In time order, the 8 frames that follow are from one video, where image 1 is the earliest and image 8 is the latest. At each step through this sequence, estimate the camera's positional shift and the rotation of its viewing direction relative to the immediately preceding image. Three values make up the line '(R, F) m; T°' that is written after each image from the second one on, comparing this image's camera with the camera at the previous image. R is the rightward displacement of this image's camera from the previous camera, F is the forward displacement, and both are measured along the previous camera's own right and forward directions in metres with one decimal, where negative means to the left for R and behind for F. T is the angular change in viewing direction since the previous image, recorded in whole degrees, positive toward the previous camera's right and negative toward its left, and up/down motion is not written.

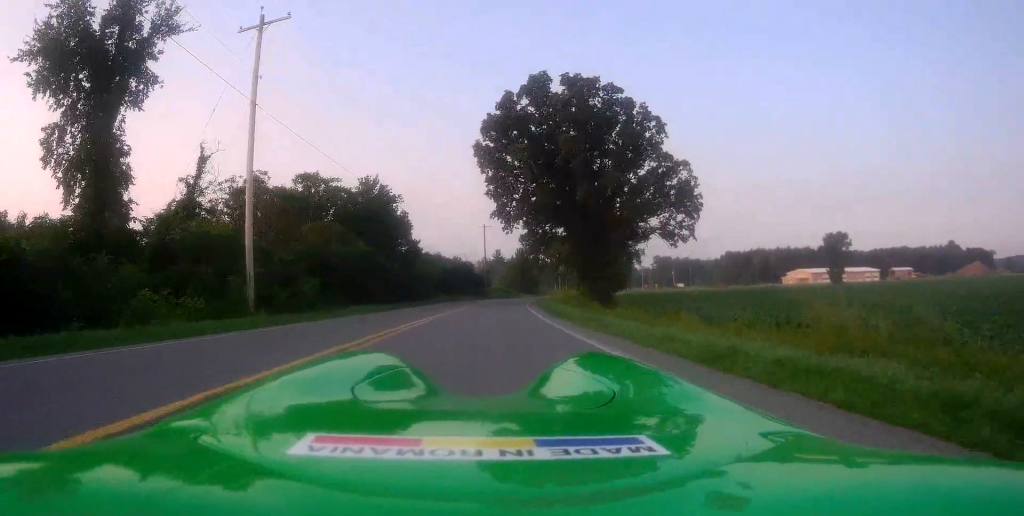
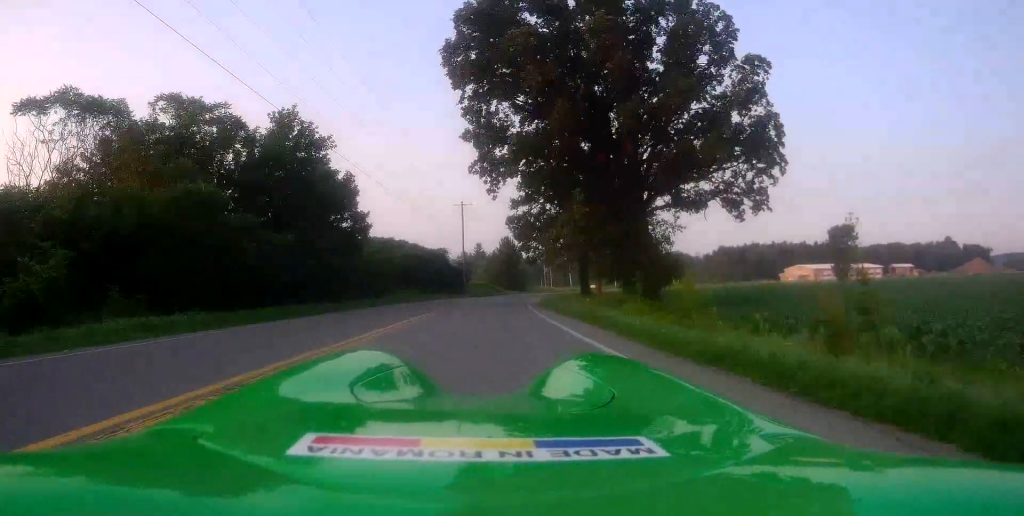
(+0.6, +18.6) m; +4°
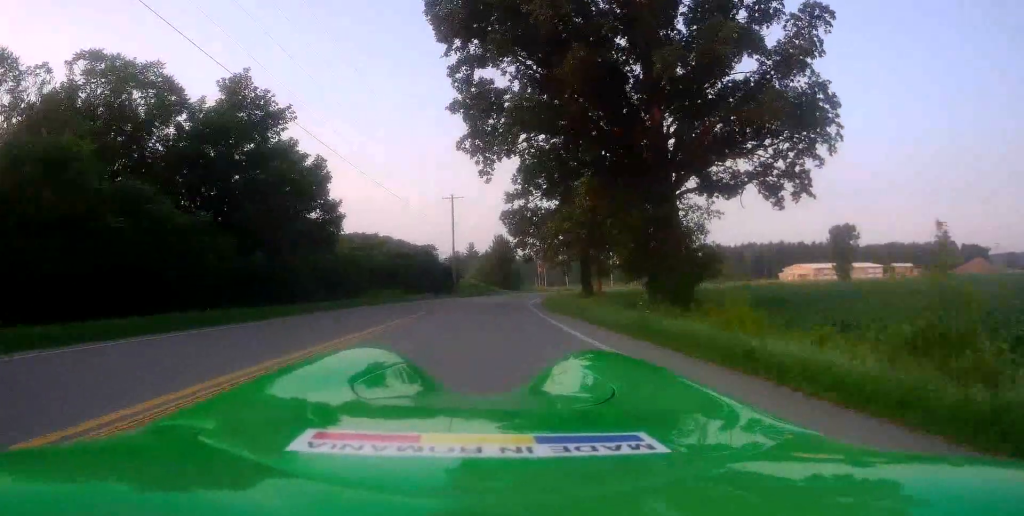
(0.0, +6.8) m; +1°
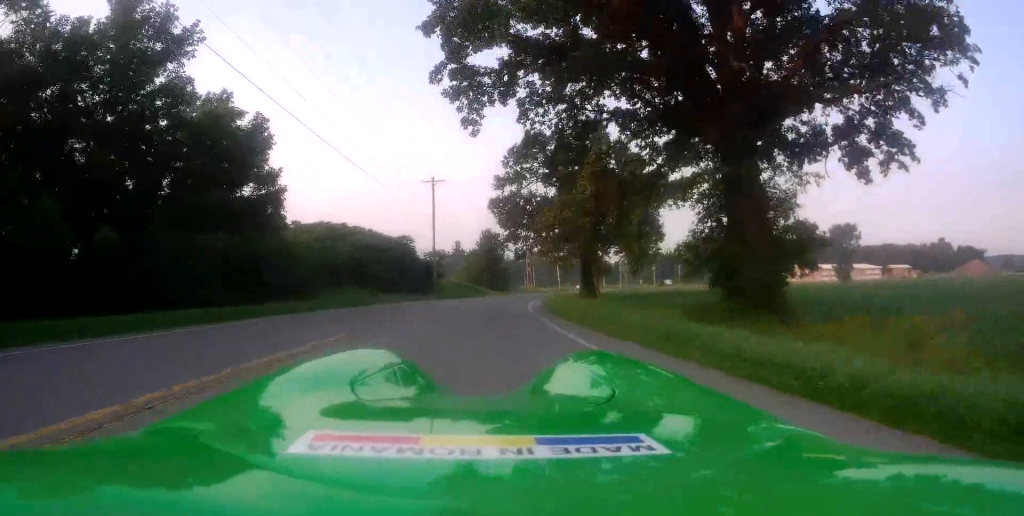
(+0.2, +9.1) m; +1°
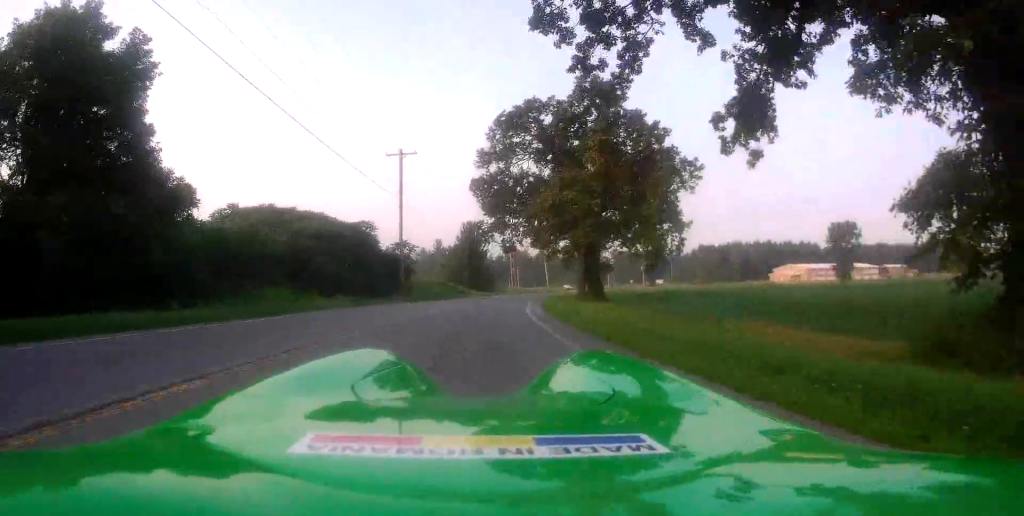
(+0.1, +11.0) m; 0°
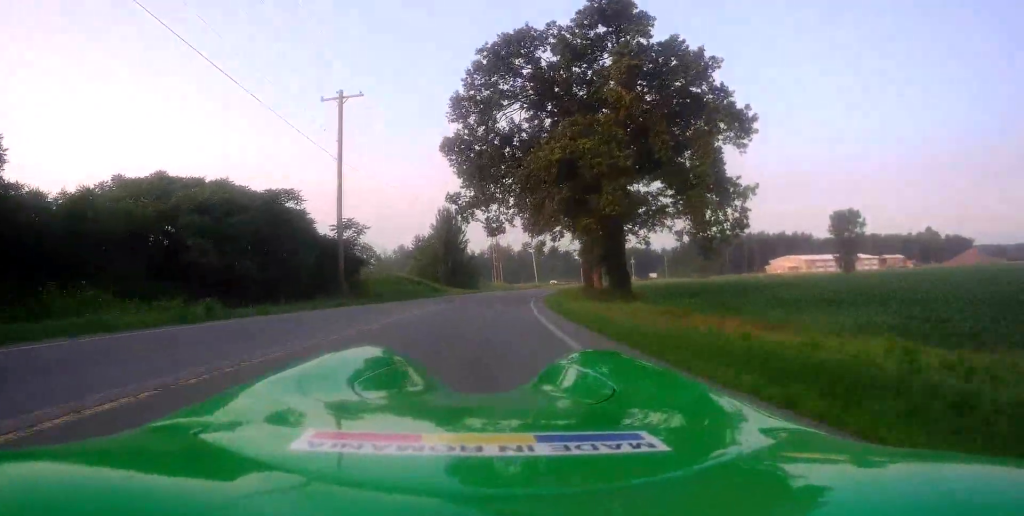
(0.0, +14.2) m; +1°
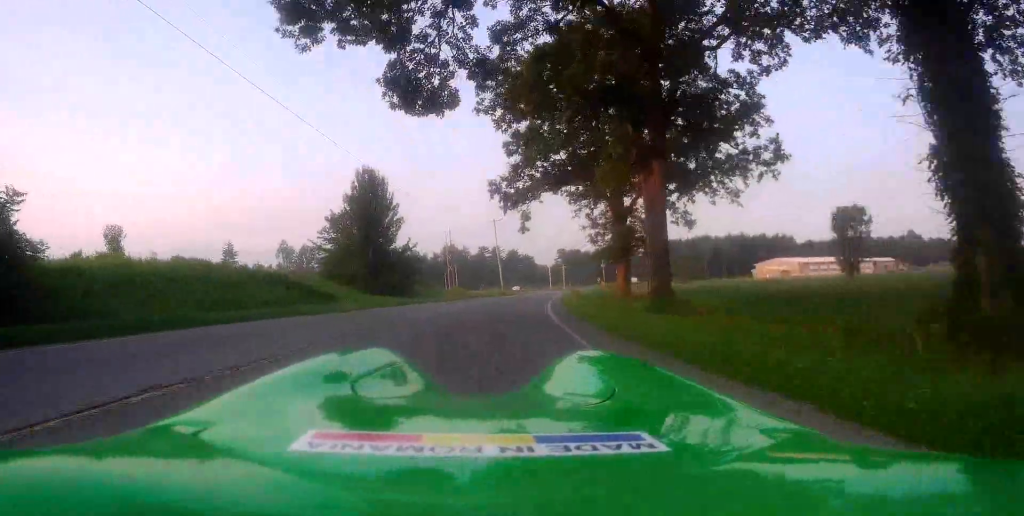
(+0.9, +28.5) m; +4°
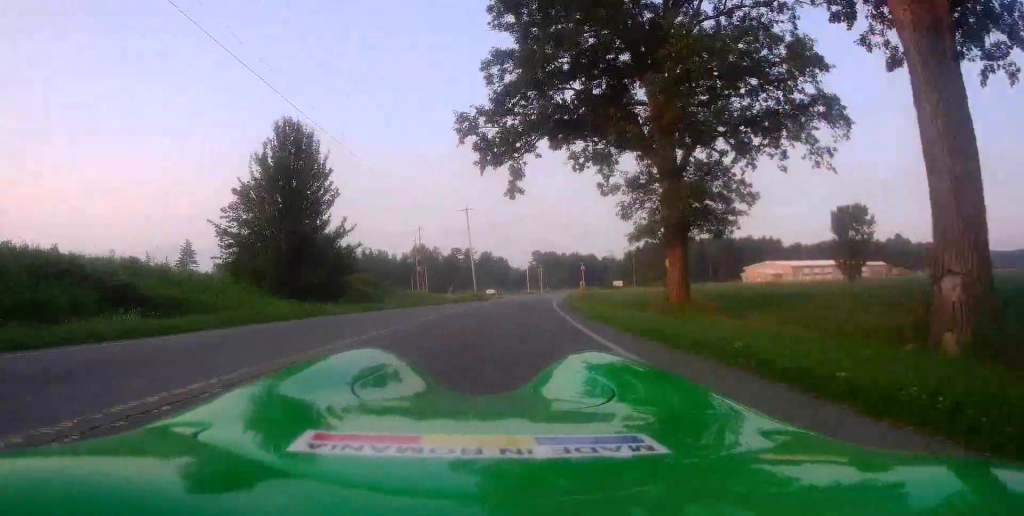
(+0.2, +15.2) m; +1°
